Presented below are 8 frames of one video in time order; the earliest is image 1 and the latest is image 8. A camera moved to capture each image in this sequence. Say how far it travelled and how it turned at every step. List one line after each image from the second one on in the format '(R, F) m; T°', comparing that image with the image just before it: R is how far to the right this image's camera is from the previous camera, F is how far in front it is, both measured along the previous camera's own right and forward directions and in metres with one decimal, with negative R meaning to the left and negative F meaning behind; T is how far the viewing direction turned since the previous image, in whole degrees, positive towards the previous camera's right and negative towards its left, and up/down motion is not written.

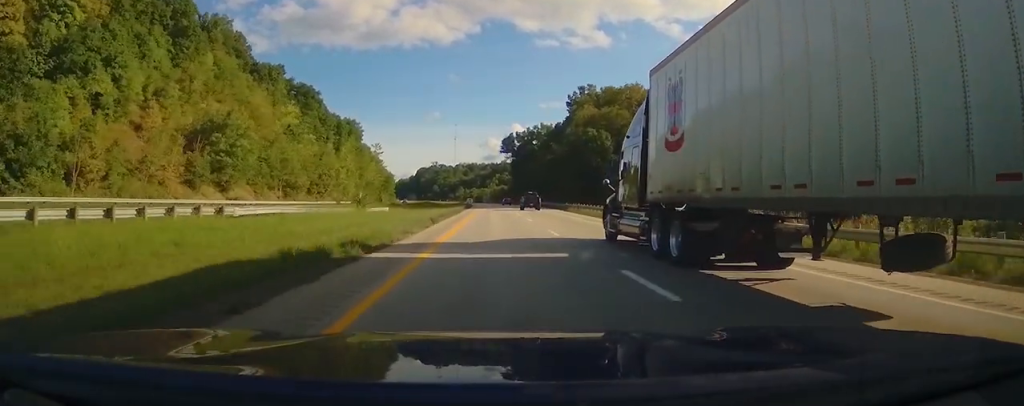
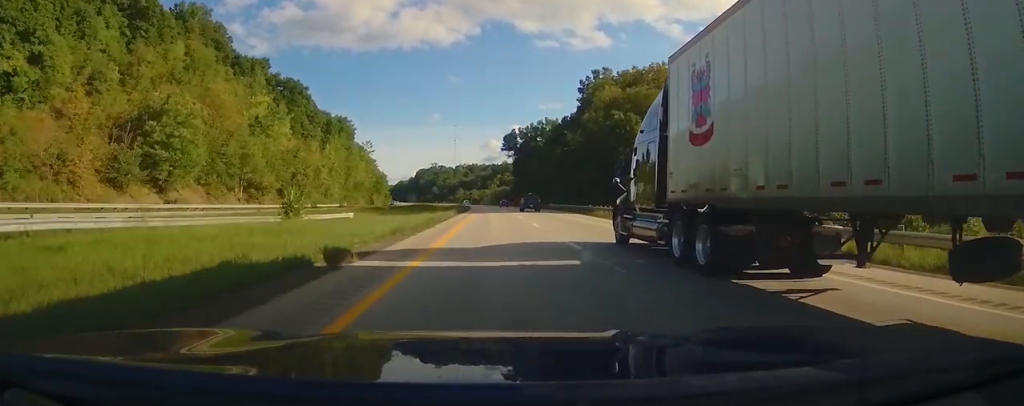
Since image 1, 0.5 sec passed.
(-0.2, +17.3) m; -1°
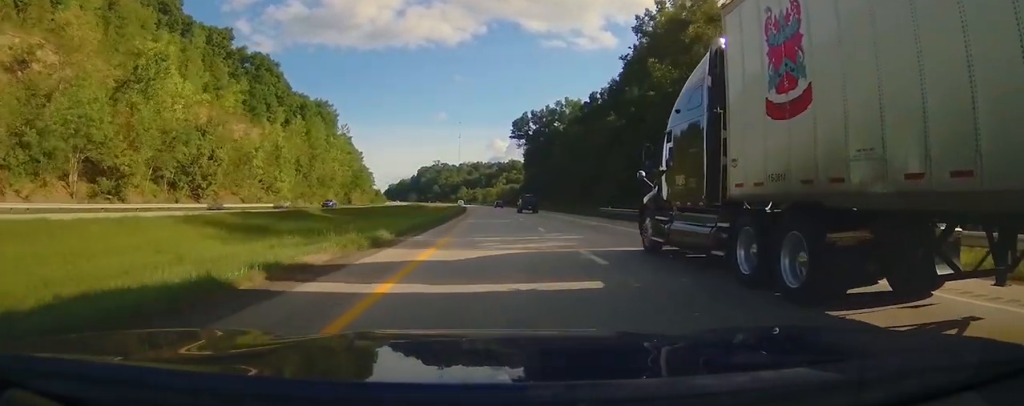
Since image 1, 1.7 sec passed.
(-1.1, +40.5) m; -2°
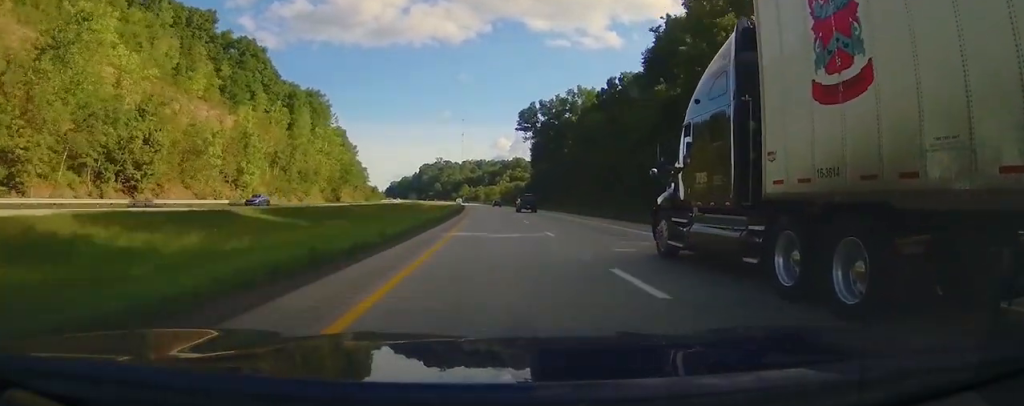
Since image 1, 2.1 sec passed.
(-0.1, +16.2) m; 0°
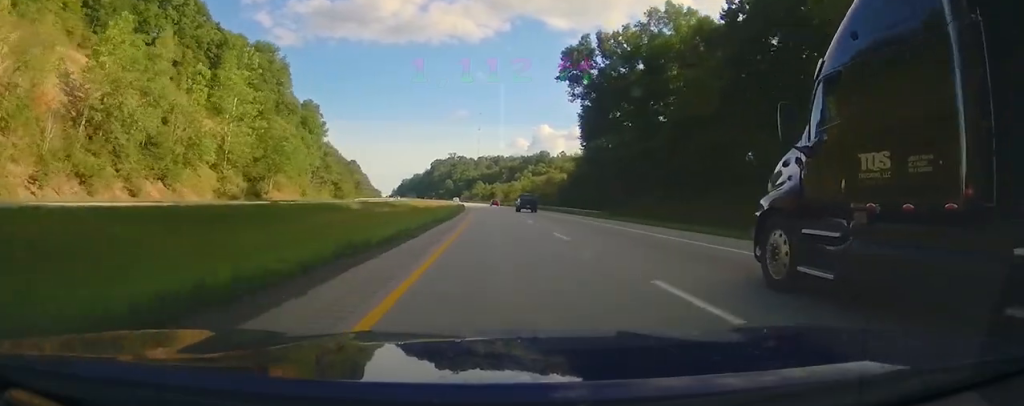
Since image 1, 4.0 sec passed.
(0.0, +63.4) m; 0°
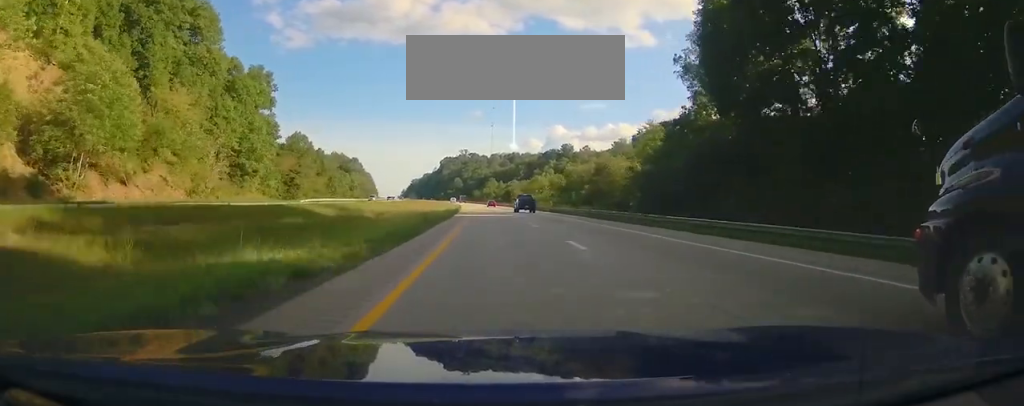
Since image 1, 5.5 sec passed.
(0.0, +53.0) m; 0°
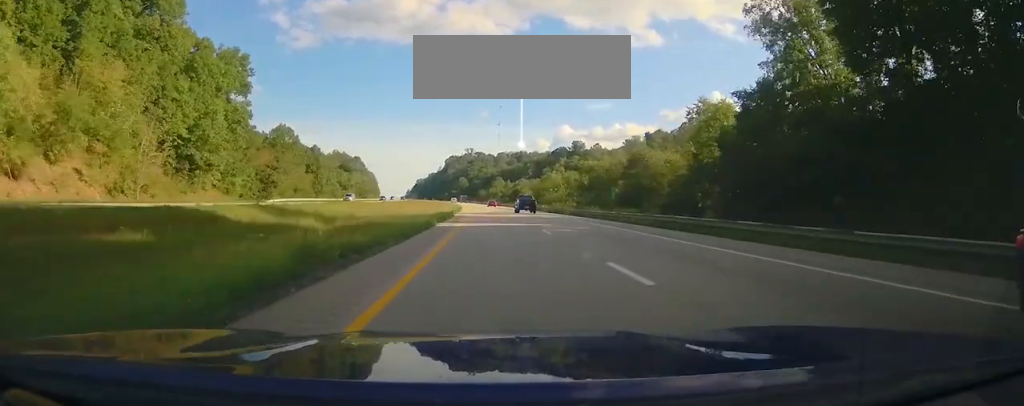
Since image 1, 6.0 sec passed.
(0.0, +18.4) m; 0°
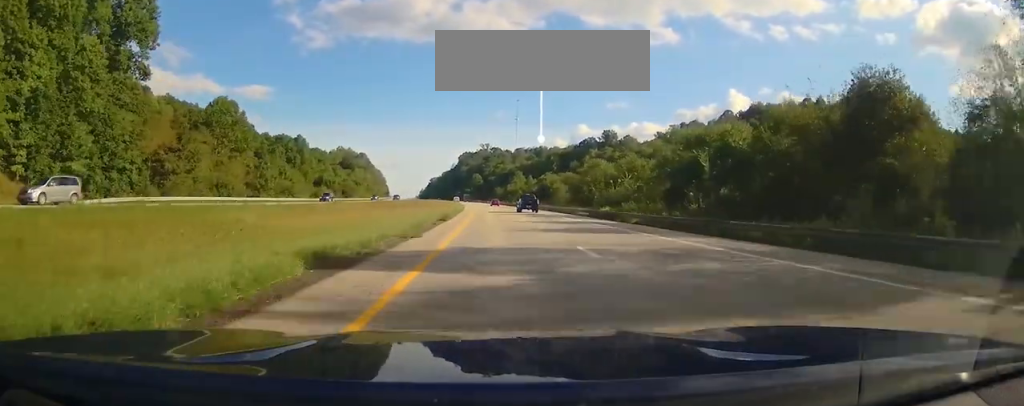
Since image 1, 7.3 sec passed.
(0.0, +45.0) m; -1°
